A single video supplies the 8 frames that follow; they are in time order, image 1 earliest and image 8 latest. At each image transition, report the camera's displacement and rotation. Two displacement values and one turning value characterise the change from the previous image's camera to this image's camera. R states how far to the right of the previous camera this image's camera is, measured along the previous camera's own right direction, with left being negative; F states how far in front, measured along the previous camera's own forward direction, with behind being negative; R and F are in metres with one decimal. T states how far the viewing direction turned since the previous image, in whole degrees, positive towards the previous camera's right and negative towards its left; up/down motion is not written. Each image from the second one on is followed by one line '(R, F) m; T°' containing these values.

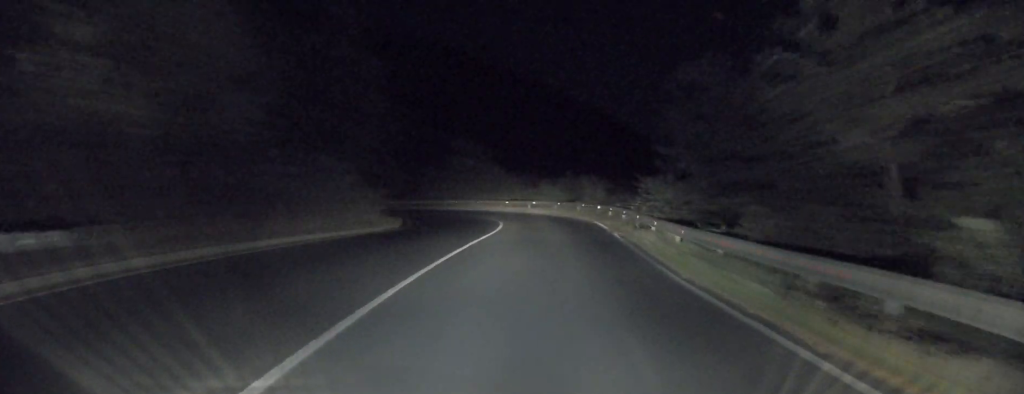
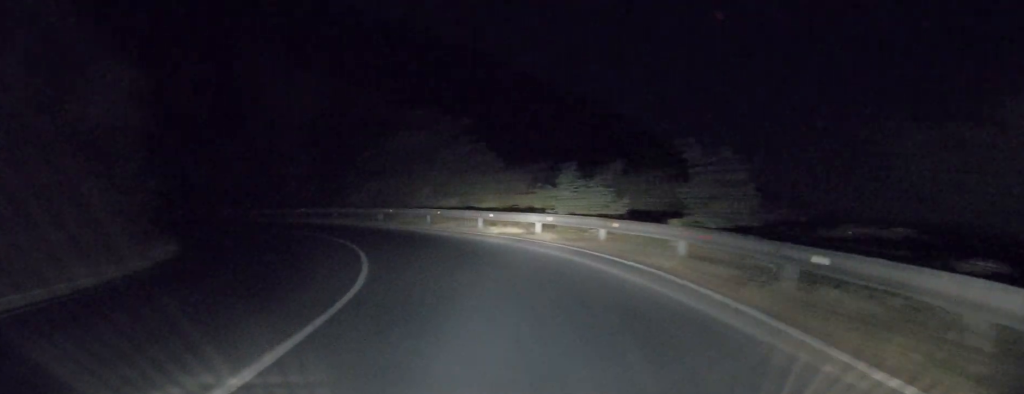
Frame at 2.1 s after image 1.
(-0.3, +27.4) m; -5°
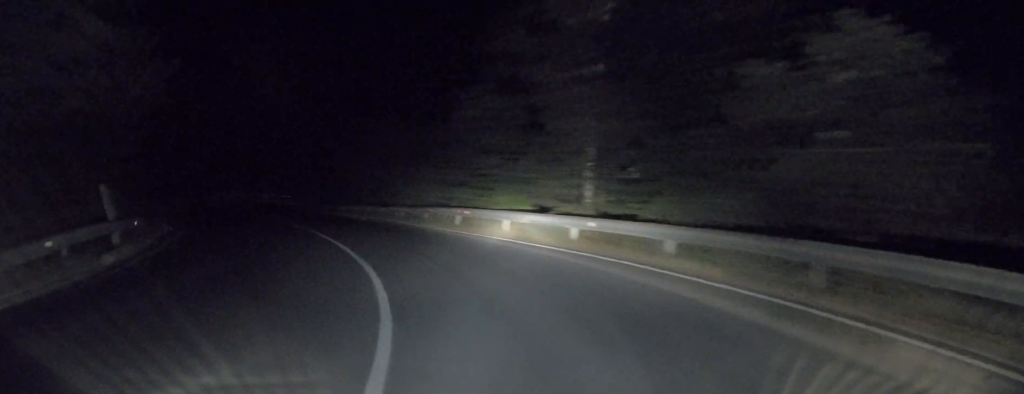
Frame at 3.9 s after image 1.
(-4.8, +20.8) m; -30°
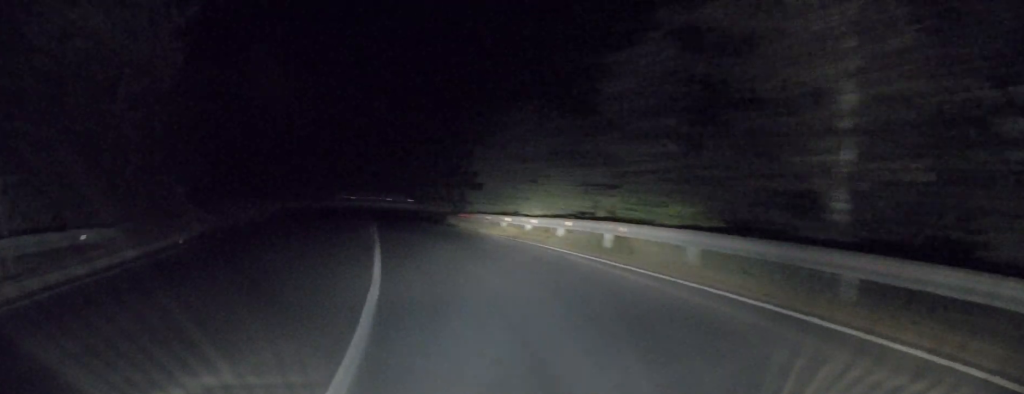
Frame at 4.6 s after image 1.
(-0.9, +7.6) m; -9°
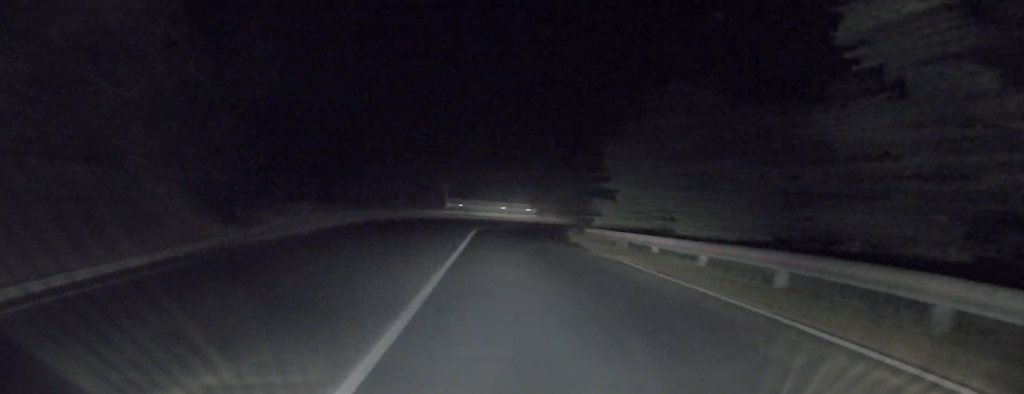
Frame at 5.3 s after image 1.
(-0.5, +8.2) m; -7°
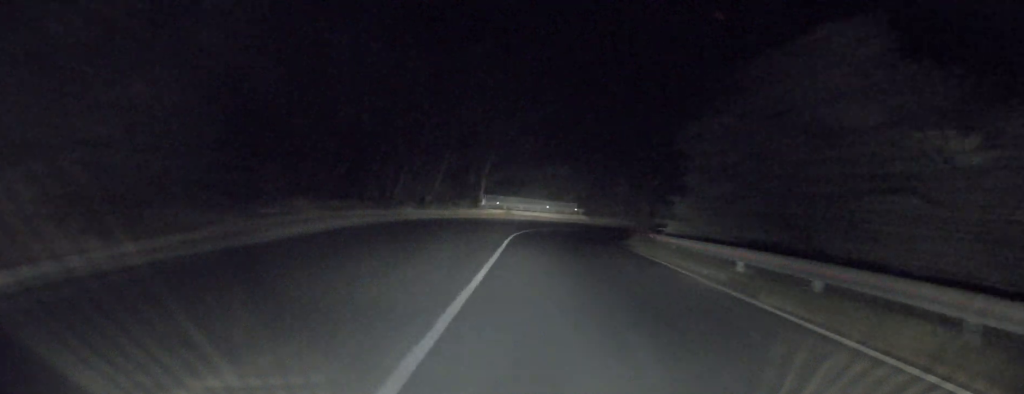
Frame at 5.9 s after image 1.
(-0.4, +7.0) m; -4°
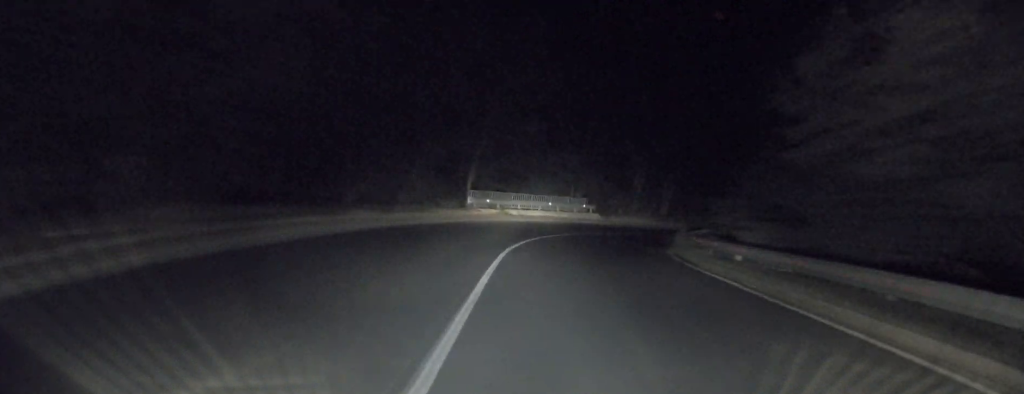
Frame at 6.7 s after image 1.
(-0.4, +9.1) m; -2°
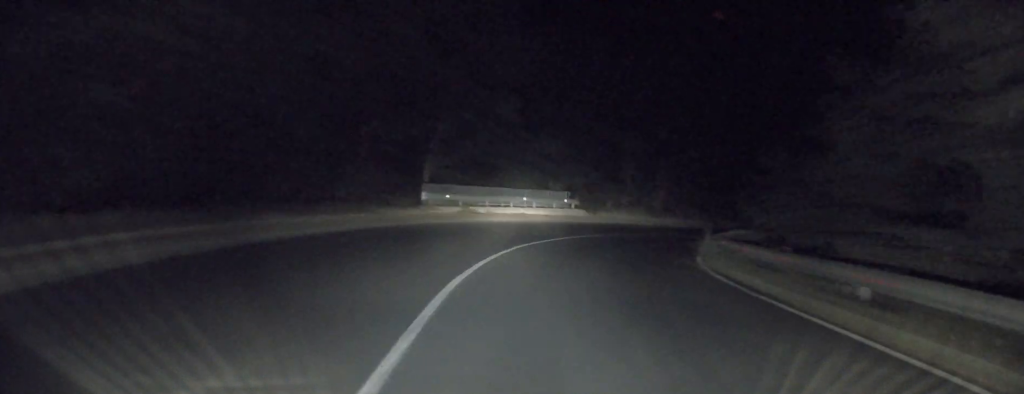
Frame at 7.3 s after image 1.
(-0.1, +6.9) m; +1°
